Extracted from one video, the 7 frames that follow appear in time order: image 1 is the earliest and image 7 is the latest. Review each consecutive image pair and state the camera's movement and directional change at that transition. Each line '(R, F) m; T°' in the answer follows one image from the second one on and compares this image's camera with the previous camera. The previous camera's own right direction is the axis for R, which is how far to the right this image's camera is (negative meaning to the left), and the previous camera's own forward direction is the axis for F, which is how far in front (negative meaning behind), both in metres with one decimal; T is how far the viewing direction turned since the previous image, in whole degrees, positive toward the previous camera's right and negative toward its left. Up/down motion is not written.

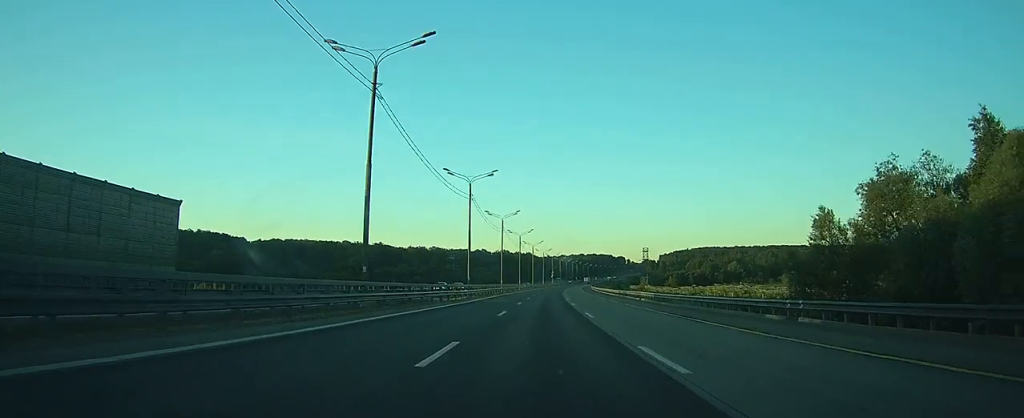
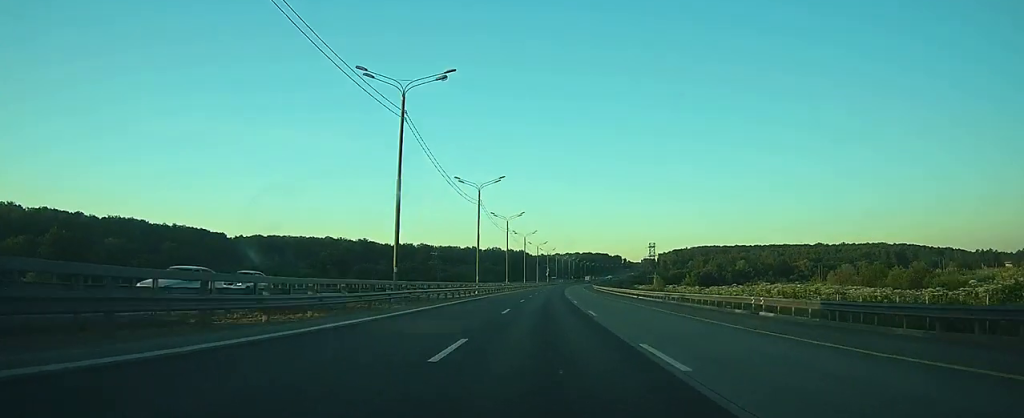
(+0.2, +31.8) m; 0°
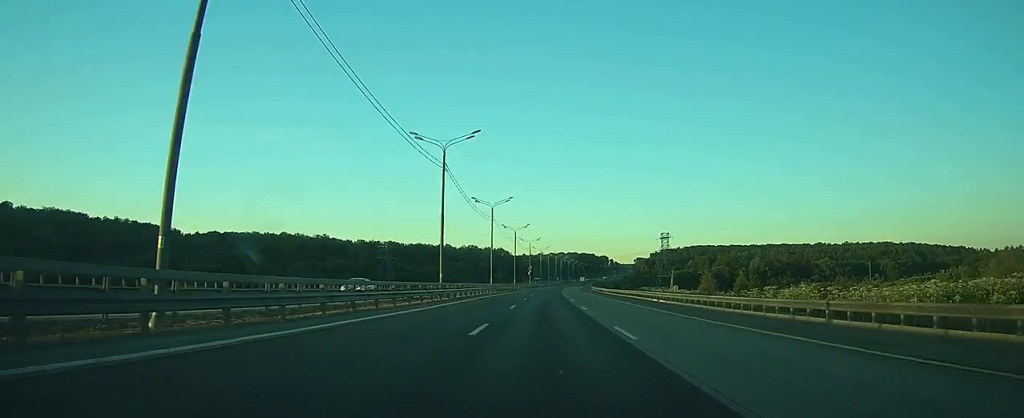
(+0.4, +58.6) m; +1°
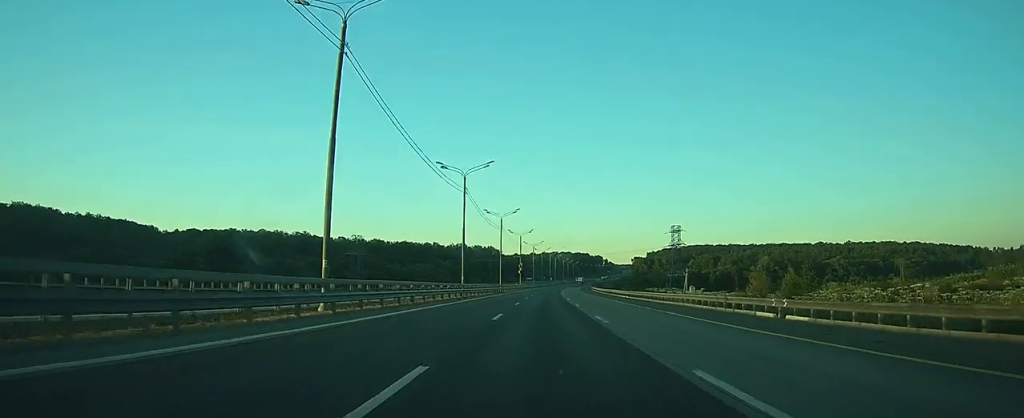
(+0.3, +25.8) m; +1°
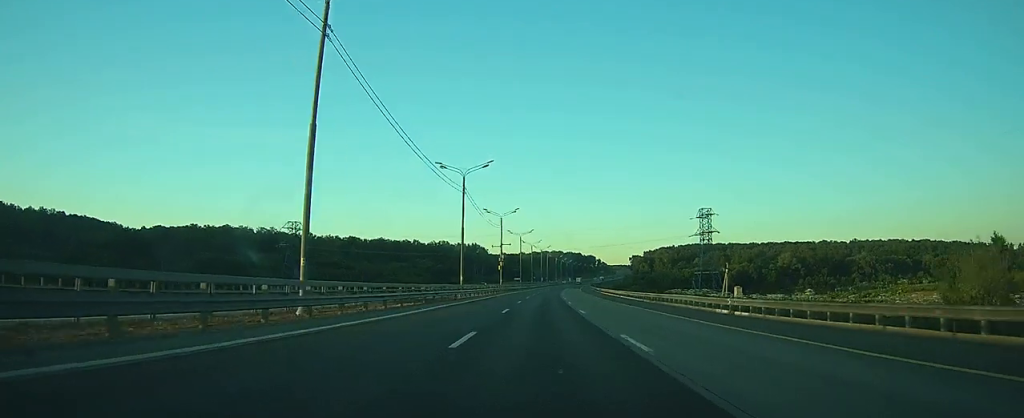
(+0.4, +40.3) m; +1°
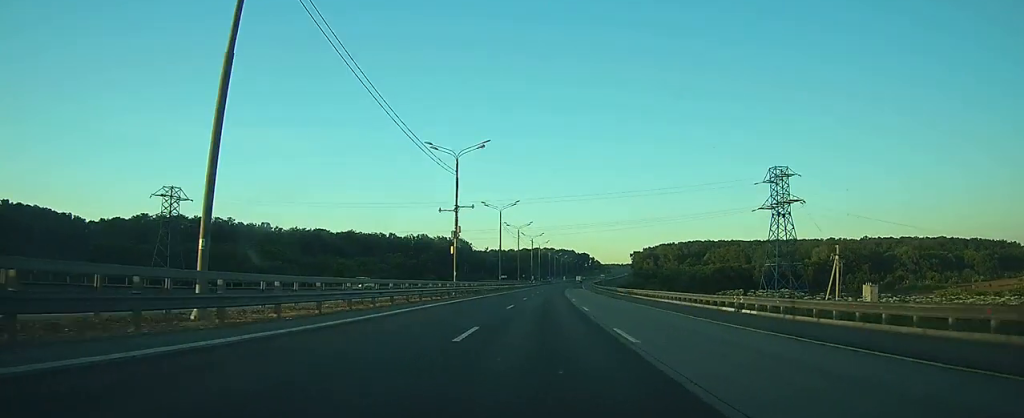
(+0.4, +46.6) m; +1°
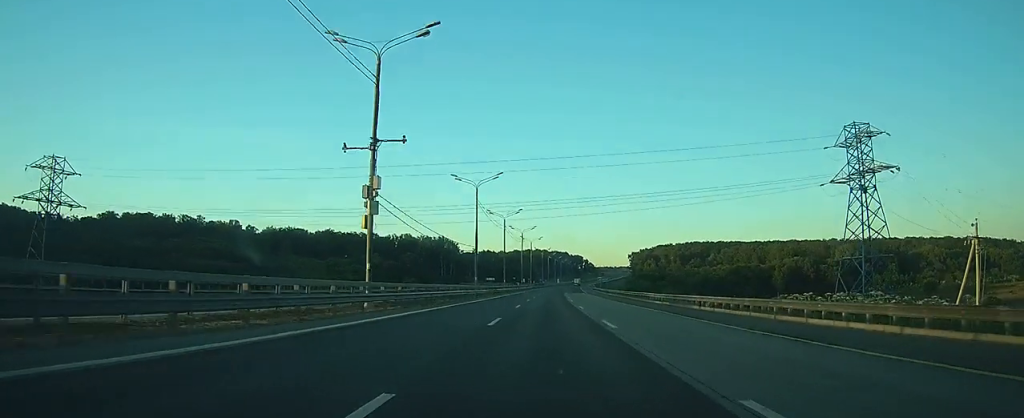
(0.0, +25.9) m; +1°
